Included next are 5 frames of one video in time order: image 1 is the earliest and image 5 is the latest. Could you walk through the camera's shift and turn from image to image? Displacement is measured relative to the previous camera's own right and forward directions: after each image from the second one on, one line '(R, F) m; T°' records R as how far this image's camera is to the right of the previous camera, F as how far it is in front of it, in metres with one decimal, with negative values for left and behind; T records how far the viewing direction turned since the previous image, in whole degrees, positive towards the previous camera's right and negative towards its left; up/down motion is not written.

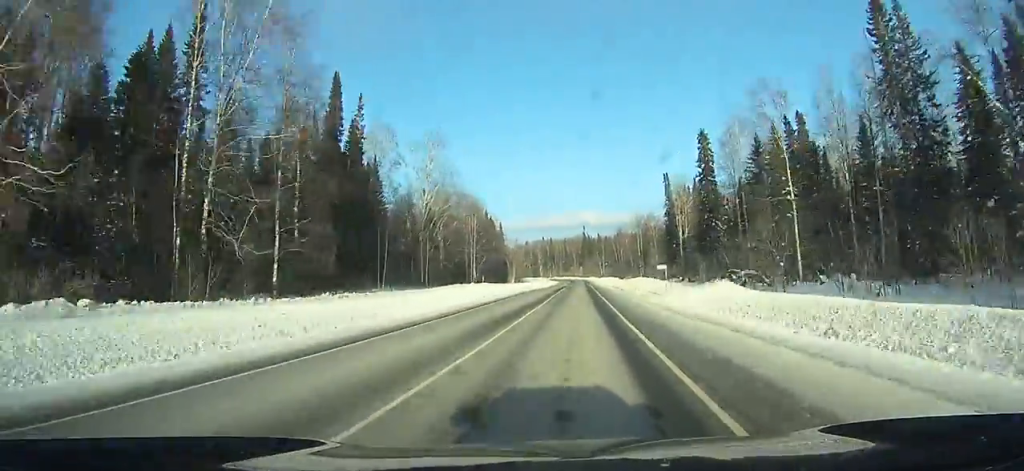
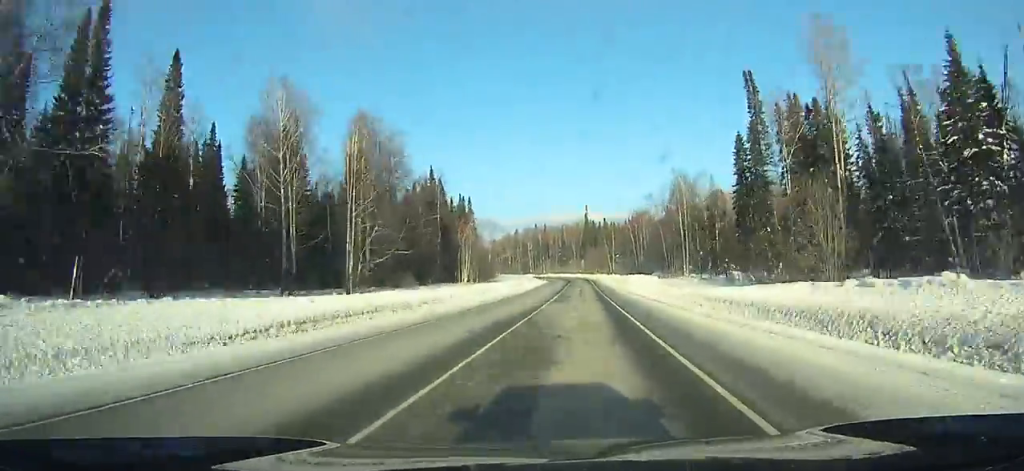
(-0.5, +71.9) m; -1°
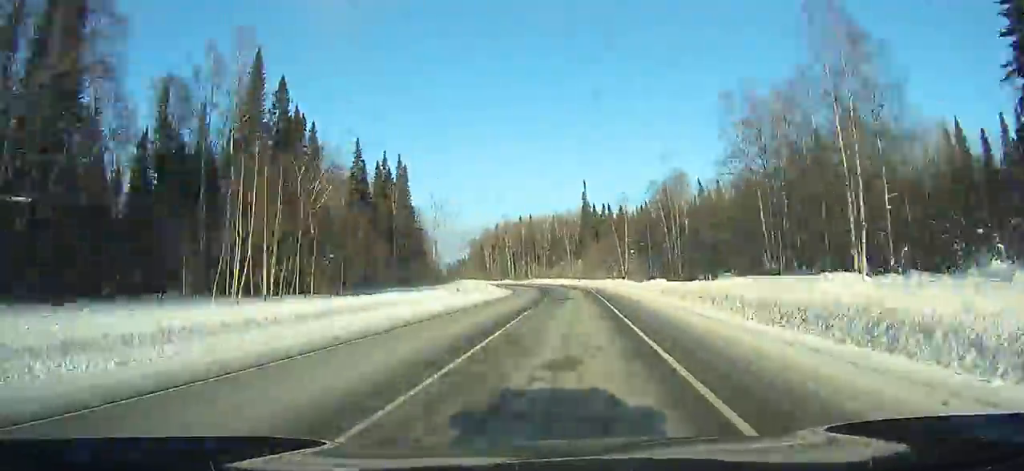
(-0.4, +67.1) m; -2°
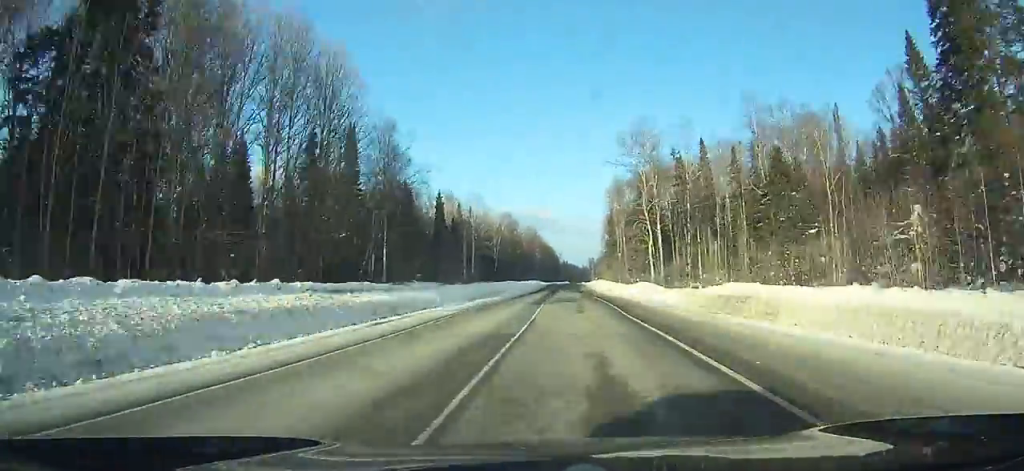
(-10.0, +119.6) m; -9°
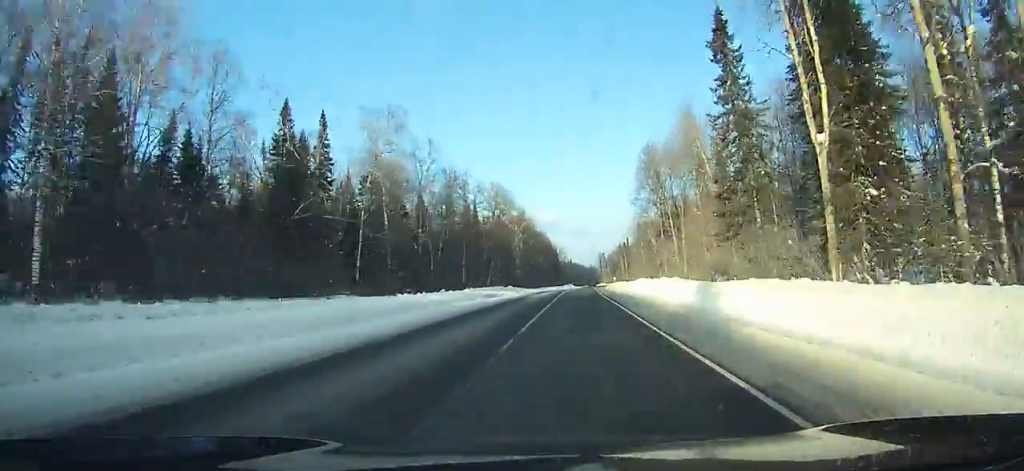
(-7.4, +112.0) m; -17°
